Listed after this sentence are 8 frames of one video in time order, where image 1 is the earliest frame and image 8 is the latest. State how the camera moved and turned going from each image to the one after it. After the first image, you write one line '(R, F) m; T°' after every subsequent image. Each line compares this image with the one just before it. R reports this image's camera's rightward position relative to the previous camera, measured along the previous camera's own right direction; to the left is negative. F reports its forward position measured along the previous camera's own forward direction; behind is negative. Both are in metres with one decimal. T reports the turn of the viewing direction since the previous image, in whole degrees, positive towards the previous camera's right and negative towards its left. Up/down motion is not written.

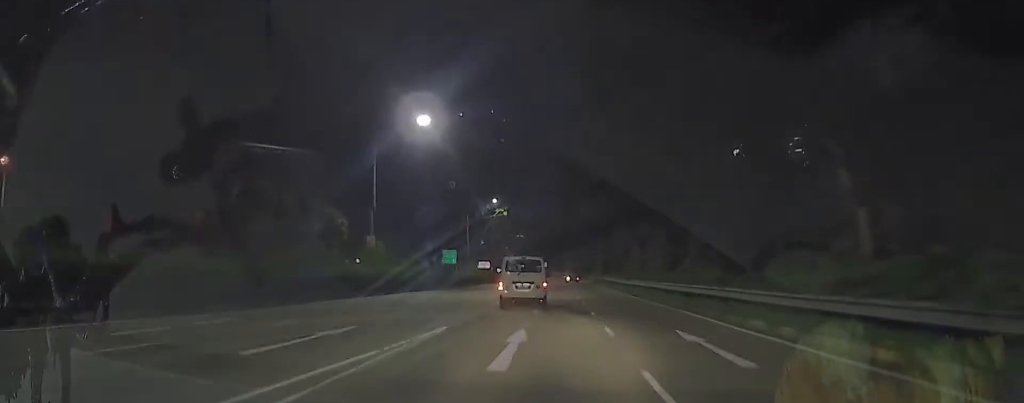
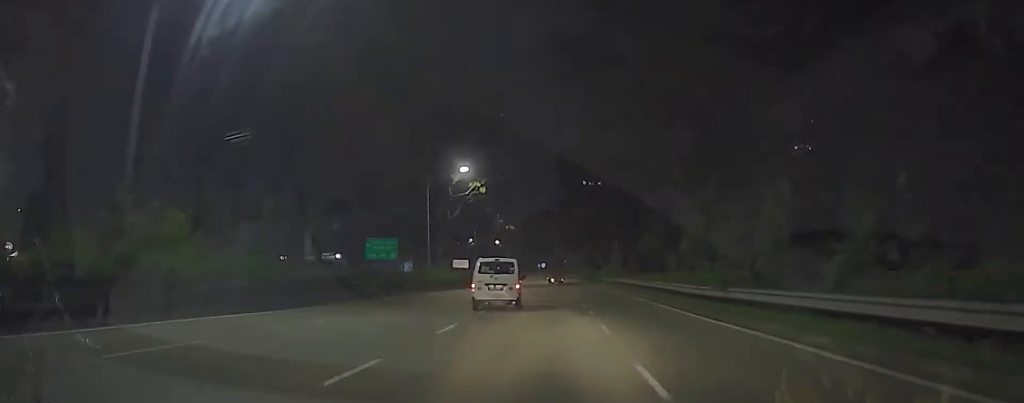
(+0.1, +23.2) m; 0°
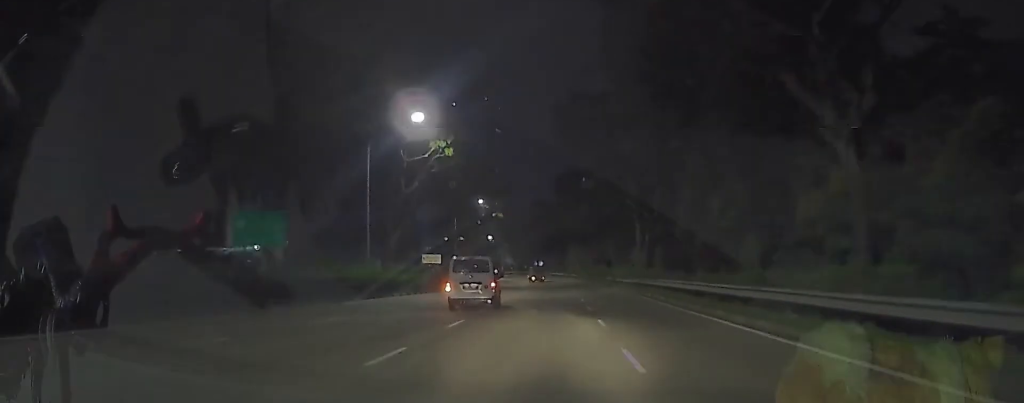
(-0.1, +16.7) m; +1°
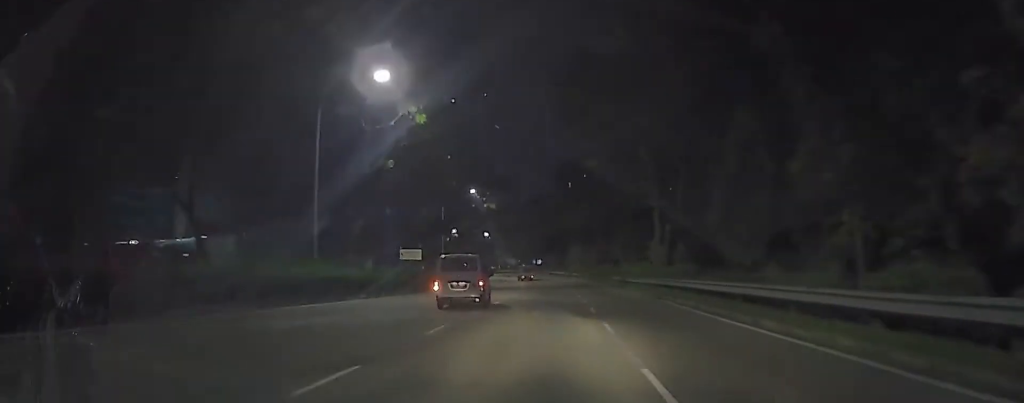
(+0.1, +7.8) m; +1°
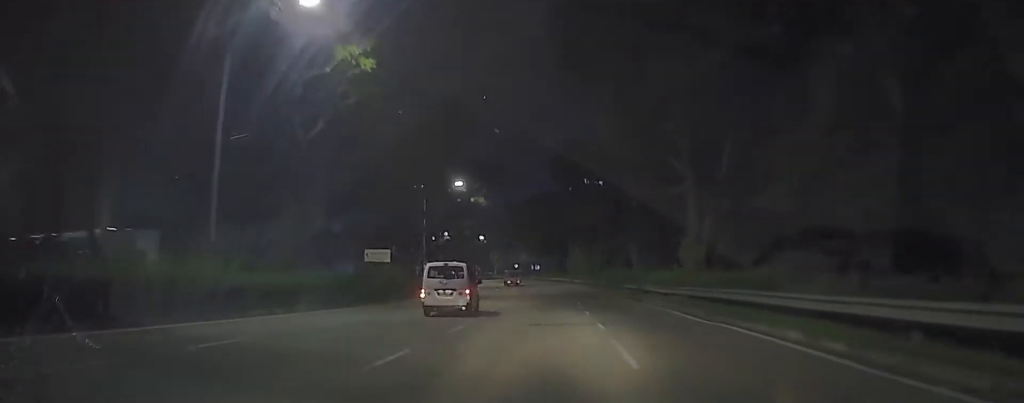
(0.0, +10.1) m; 0°
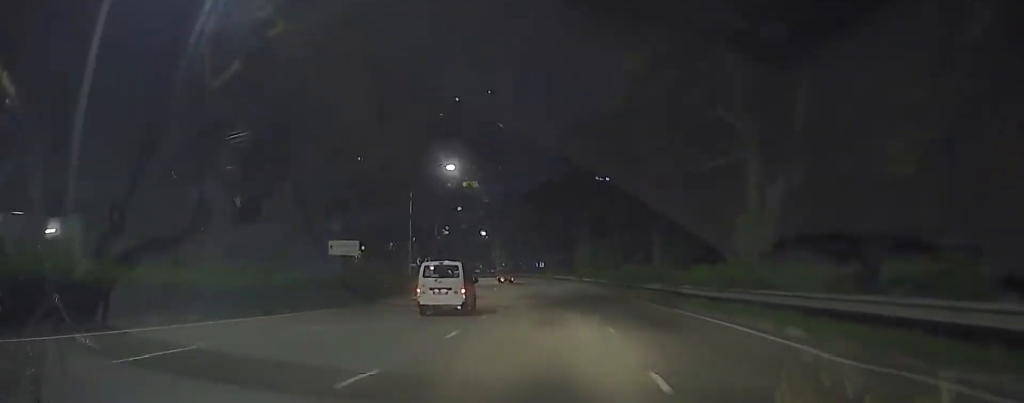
(0.0, +7.8) m; -1°
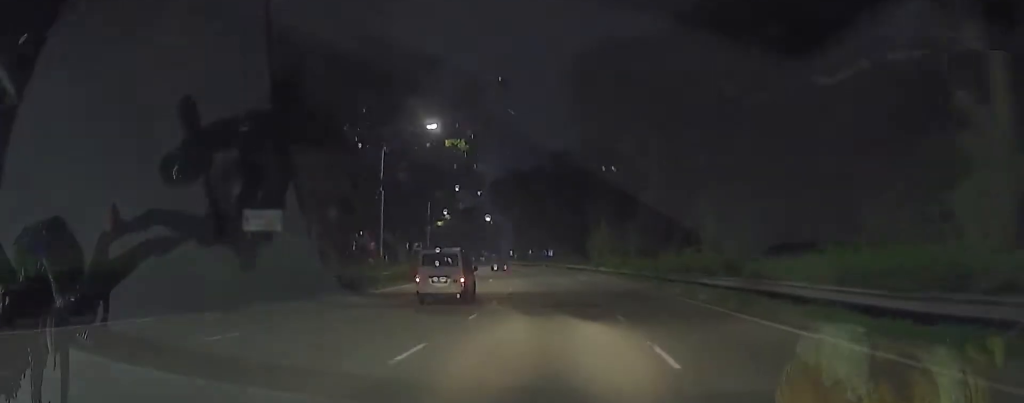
(+0.1, +11.4) m; -4°
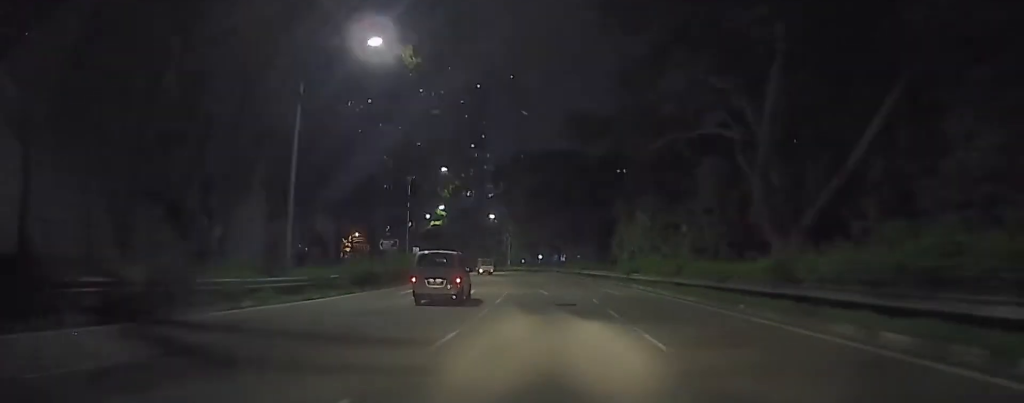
(-1.4, +17.2) m; -1°
